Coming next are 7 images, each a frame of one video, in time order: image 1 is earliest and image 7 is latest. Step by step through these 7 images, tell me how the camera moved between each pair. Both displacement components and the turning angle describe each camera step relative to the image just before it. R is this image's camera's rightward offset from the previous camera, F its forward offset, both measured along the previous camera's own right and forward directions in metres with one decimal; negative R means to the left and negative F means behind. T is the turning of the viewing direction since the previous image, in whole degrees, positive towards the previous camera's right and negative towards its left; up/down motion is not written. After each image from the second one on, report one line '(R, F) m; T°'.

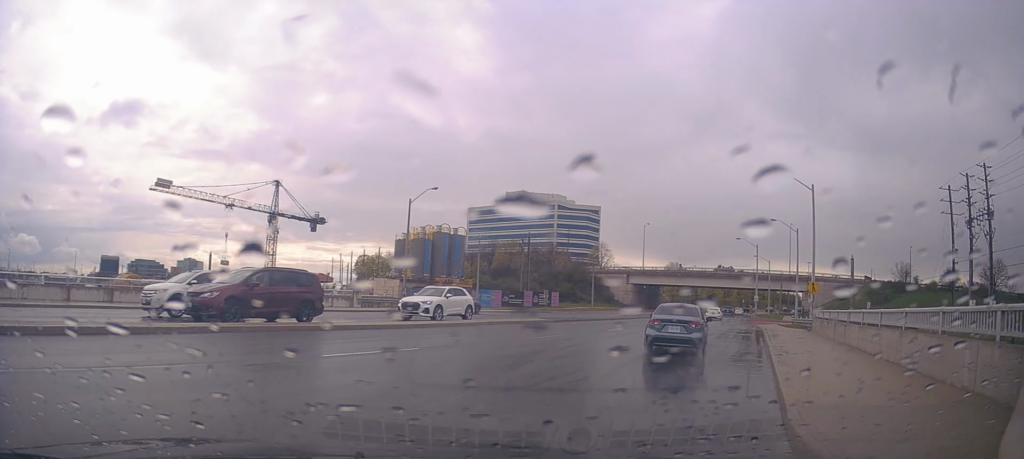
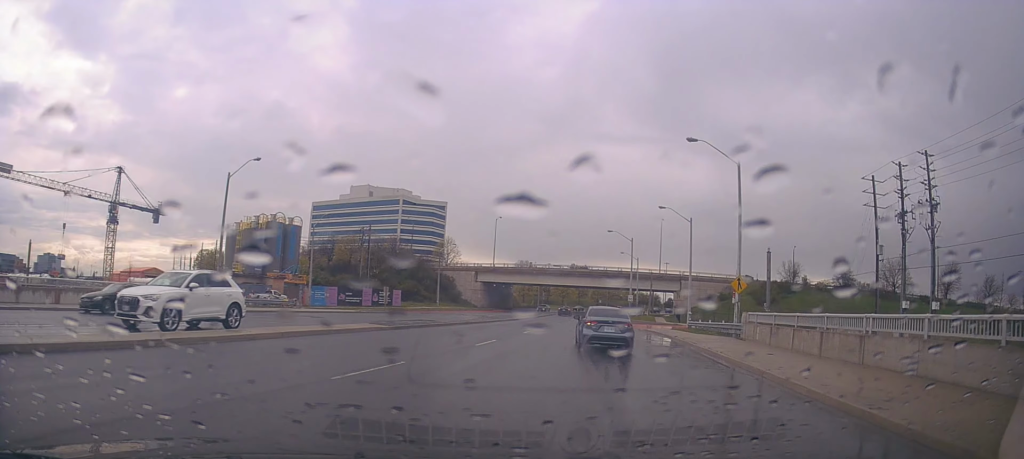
(+0.7, +10.0) m; +11°
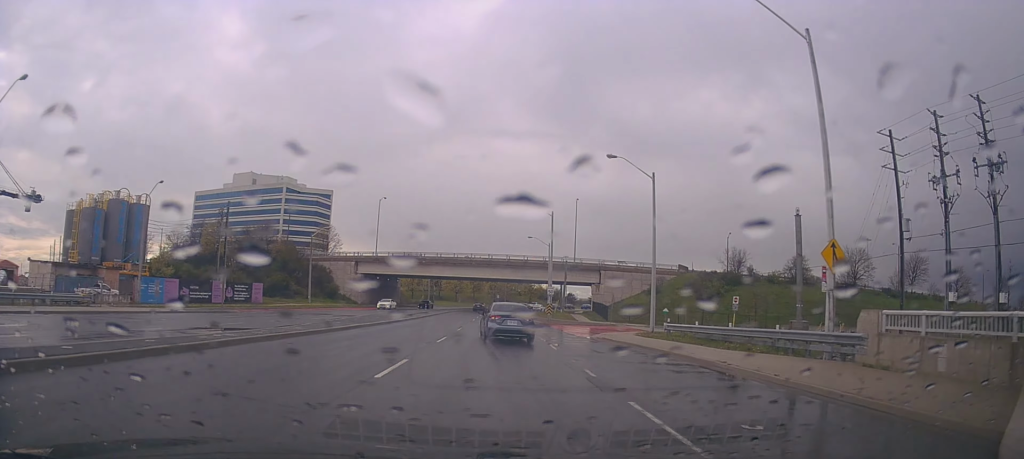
(+3.0, +17.0) m; +14°
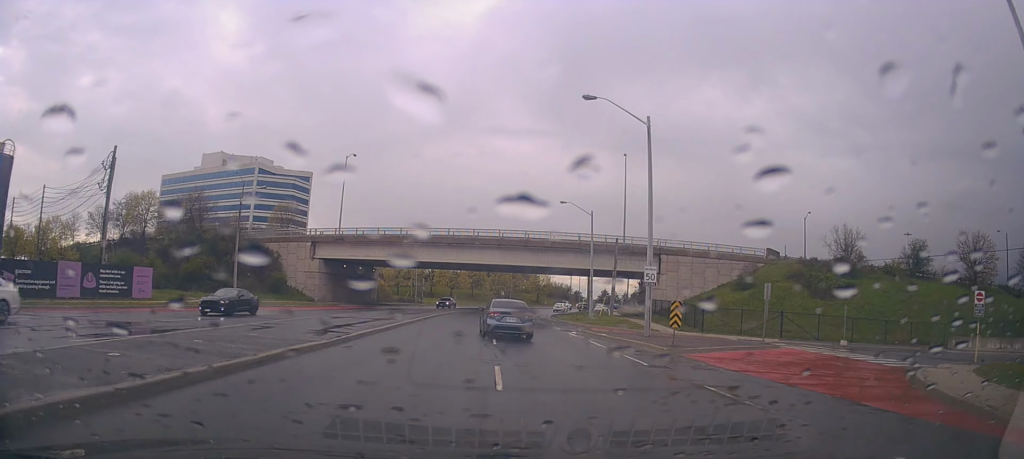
(-1.3, +27.9) m; -2°
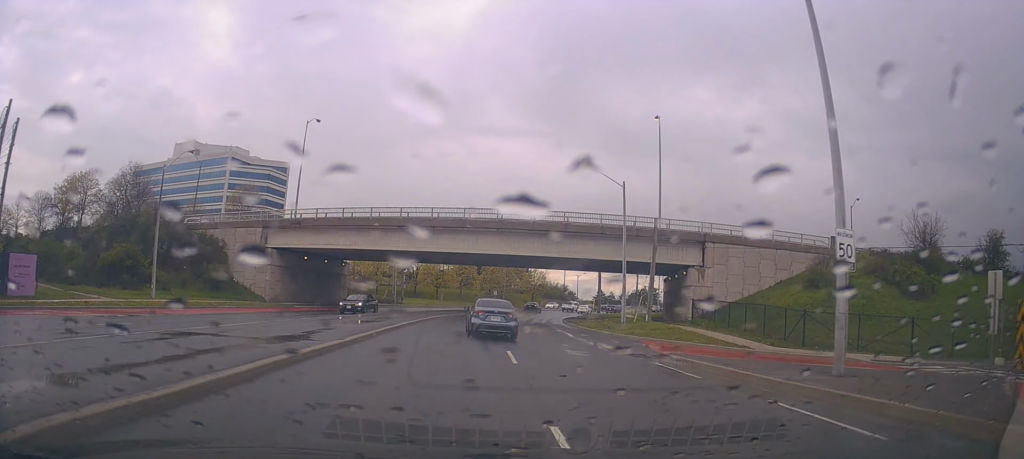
(+0.3, +14.8) m; -1°
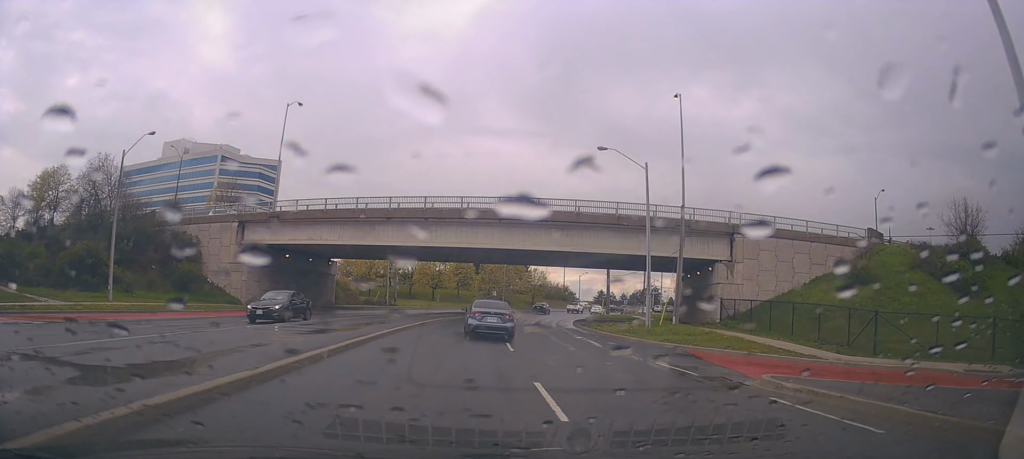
(-0.2, +5.8) m; 0°
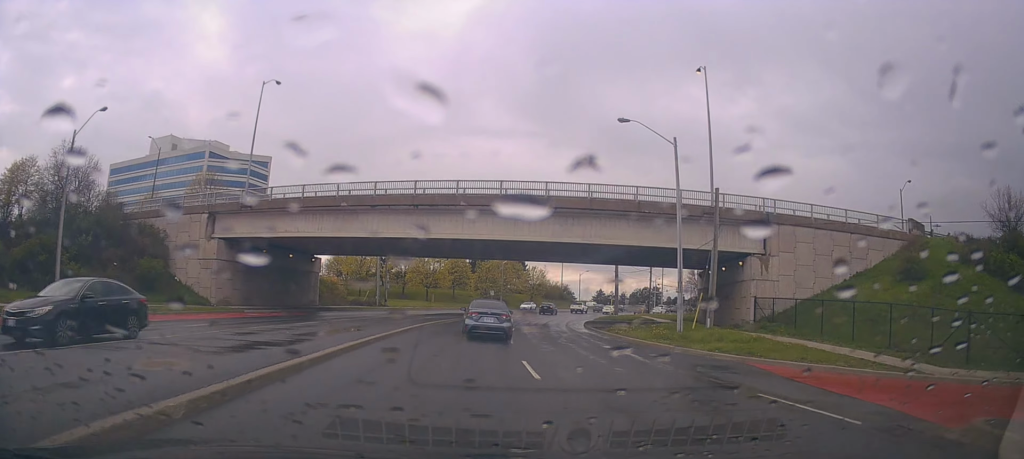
(-0.3, +5.6) m; 0°
